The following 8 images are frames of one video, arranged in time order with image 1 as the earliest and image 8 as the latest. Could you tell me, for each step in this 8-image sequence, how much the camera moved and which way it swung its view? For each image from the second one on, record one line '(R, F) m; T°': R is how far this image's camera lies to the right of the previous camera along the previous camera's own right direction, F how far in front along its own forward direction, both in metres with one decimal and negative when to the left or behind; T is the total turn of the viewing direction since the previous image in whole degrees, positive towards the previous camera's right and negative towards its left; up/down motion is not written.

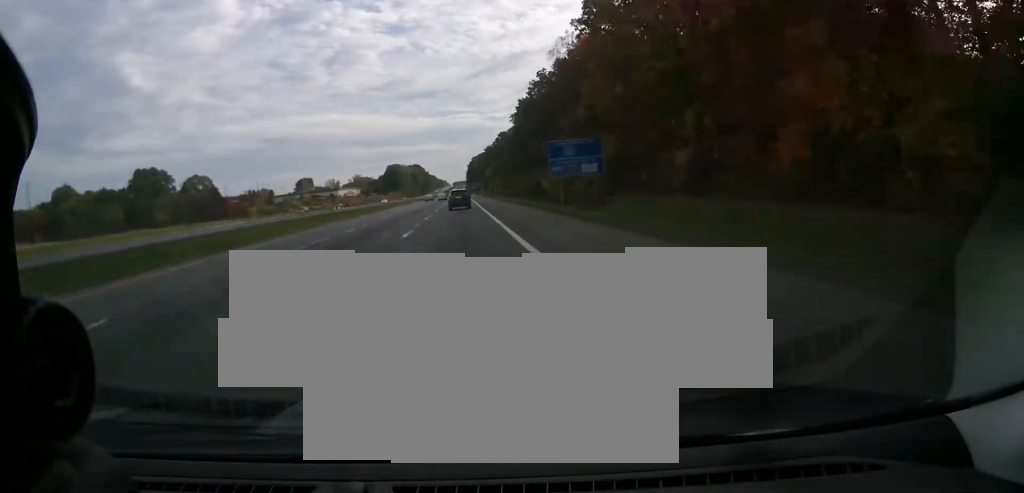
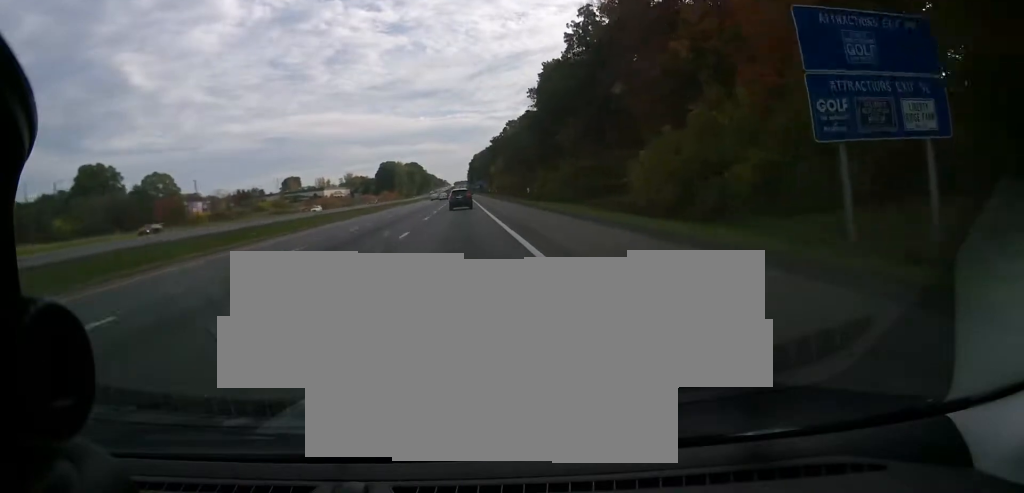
(0.0, +49.2) m; 0°
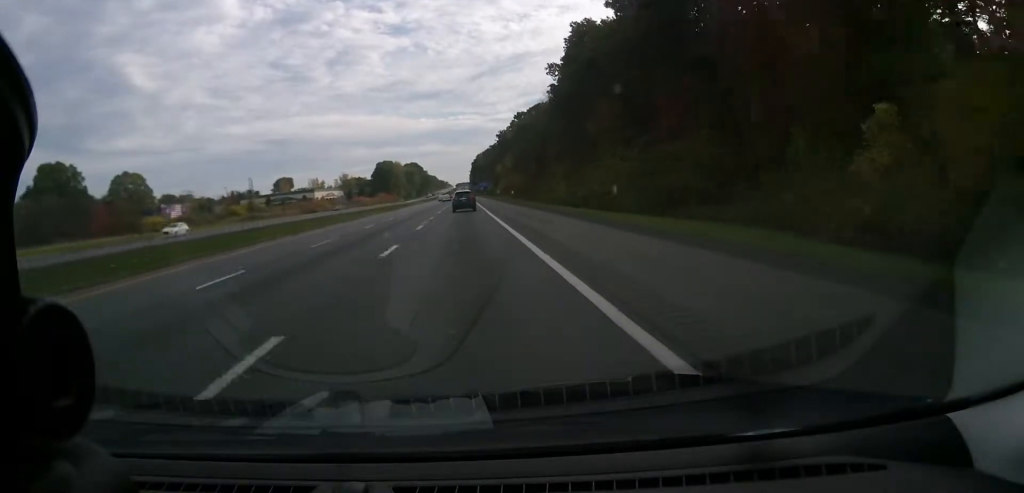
(0.0, +30.1) m; 0°
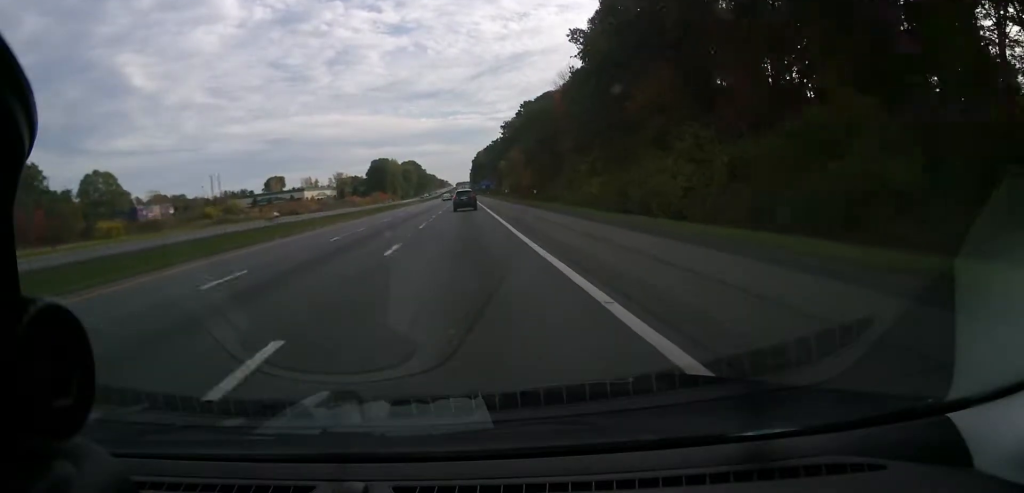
(0.0, +24.4) m; 0°
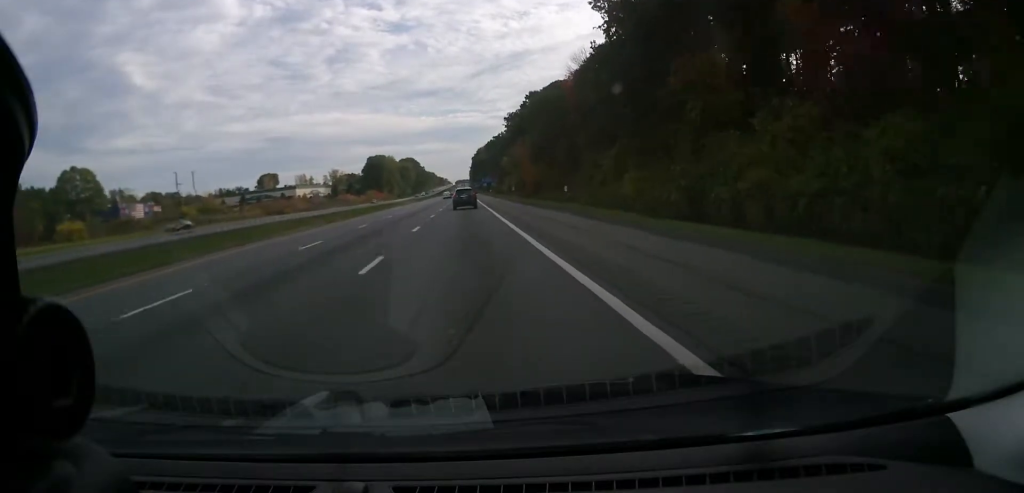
(0.0, +16.0) m; 0°
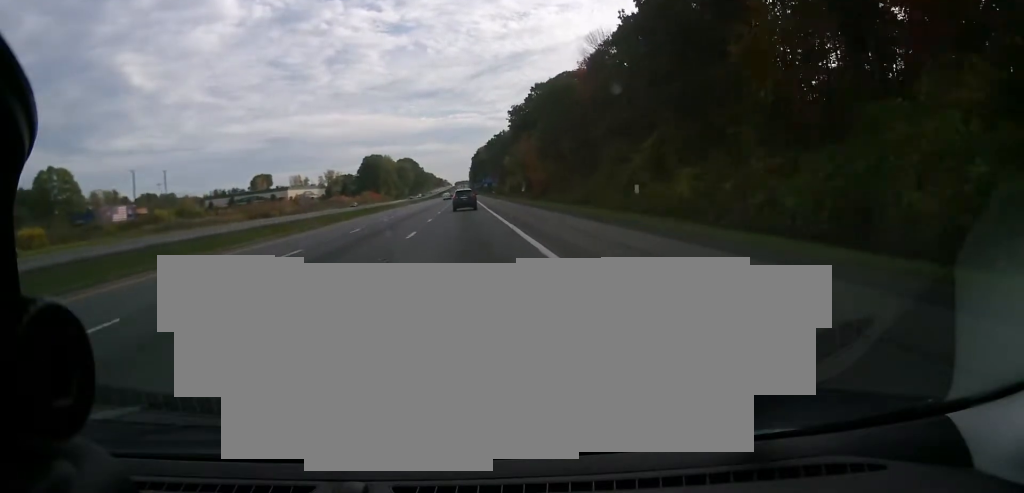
(0.0, +15.0) m; 0°
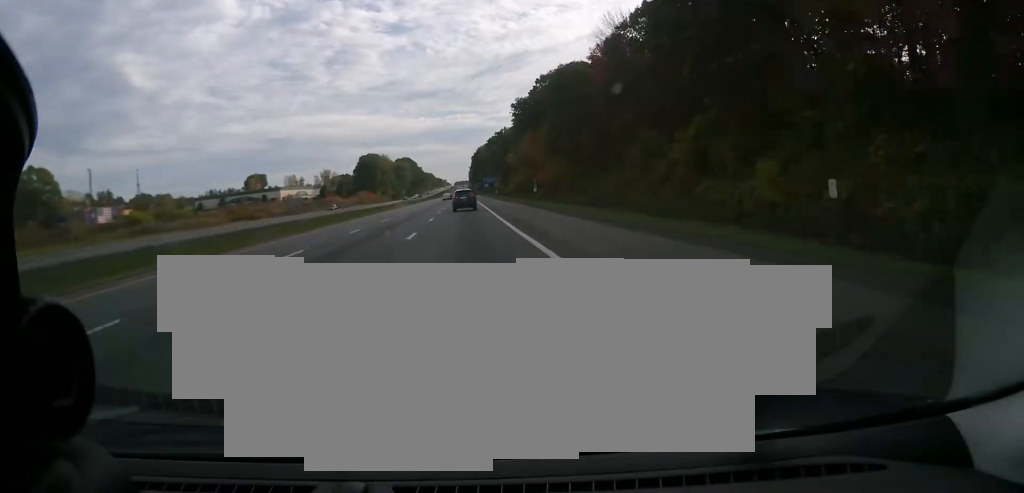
(0.0, +12.2) m; 0°
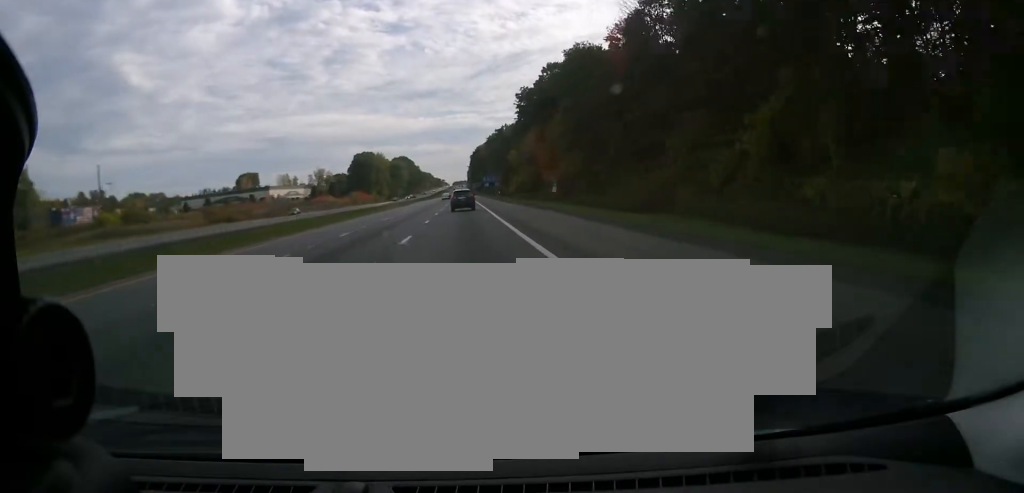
(-0.2, +14.2) m; 0°
